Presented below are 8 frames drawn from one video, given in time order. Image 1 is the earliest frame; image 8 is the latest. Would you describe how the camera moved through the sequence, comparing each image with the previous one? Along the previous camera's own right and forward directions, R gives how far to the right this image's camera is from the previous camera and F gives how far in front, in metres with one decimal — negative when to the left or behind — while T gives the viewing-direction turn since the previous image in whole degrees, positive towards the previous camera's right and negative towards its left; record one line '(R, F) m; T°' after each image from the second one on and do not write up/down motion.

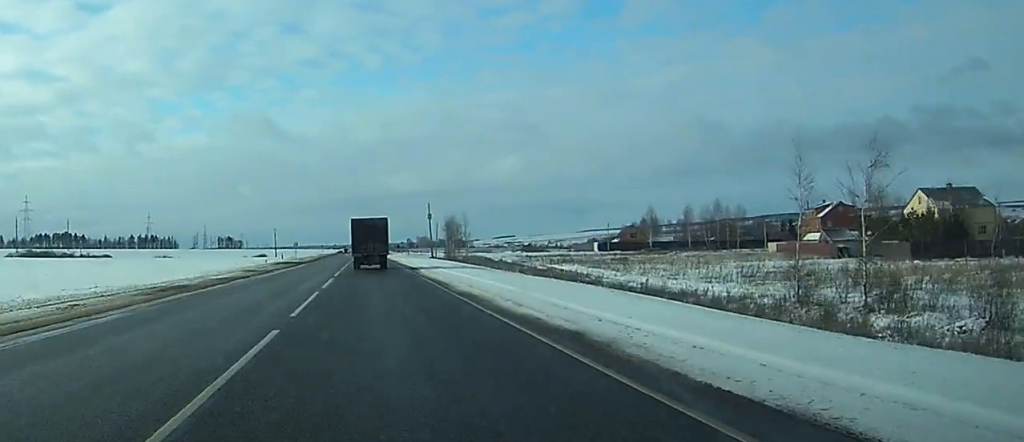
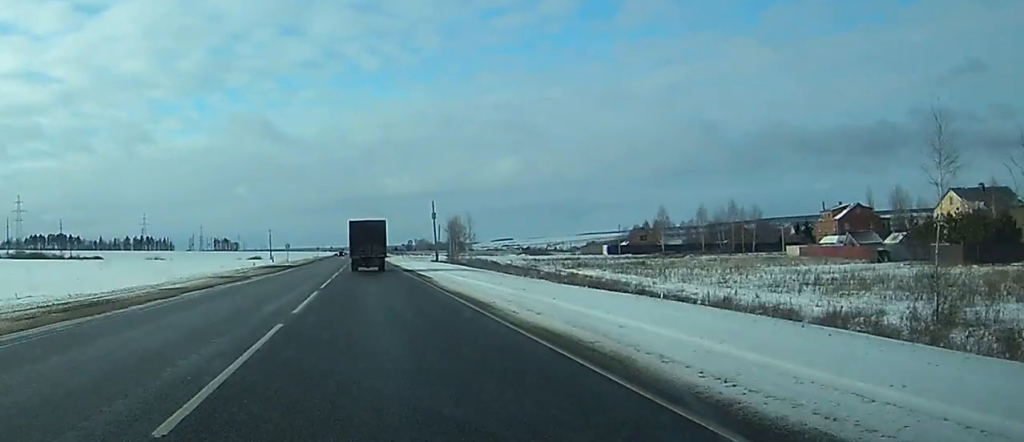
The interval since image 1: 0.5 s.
(0.0, +10.6) m; 0°
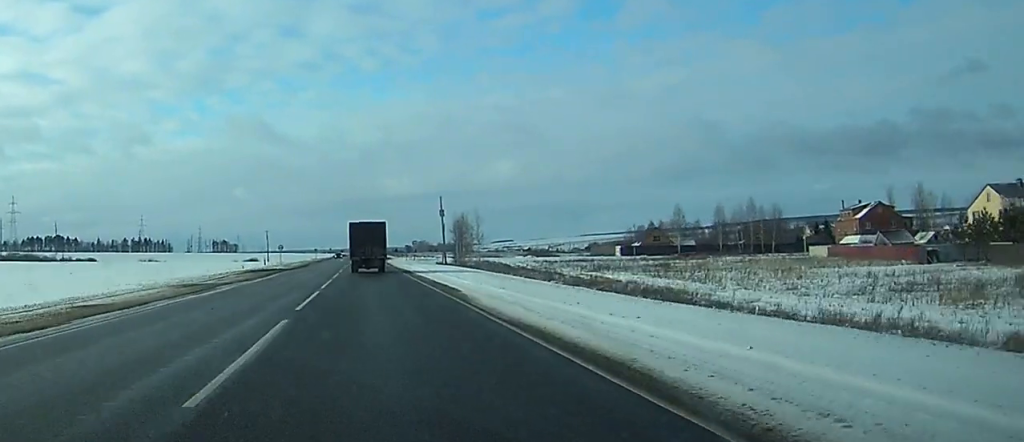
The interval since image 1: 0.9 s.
(0.0, +10.6) m; 0°
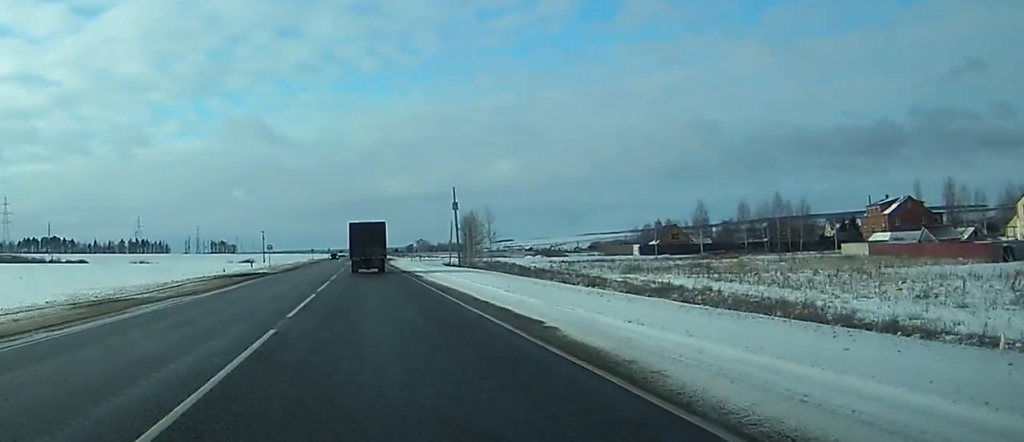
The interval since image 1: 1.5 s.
(0.0, +13.7) m; 0°
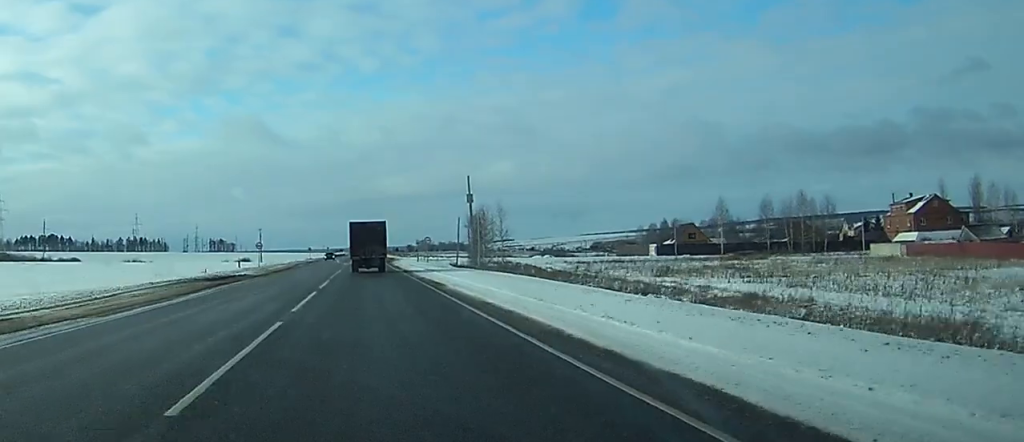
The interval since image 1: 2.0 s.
(0.0, +10.7) m; 0°
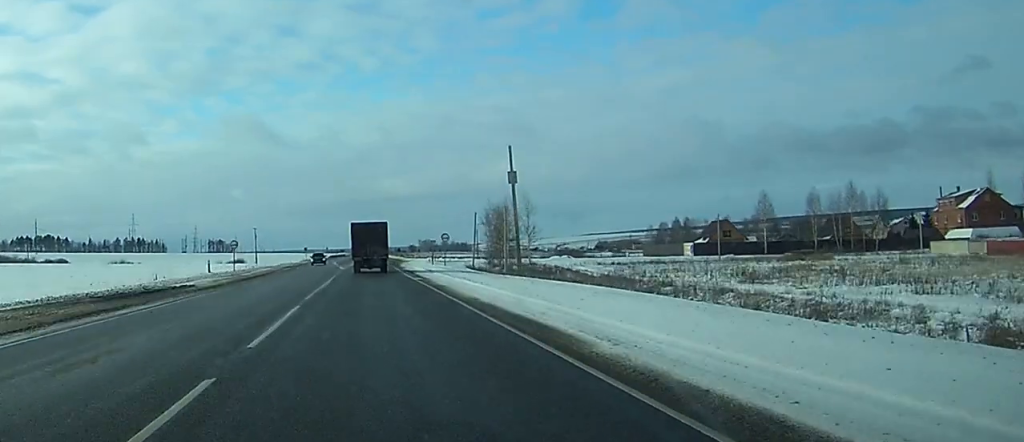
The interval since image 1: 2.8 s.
(+0.1, +19.0) m; 0°
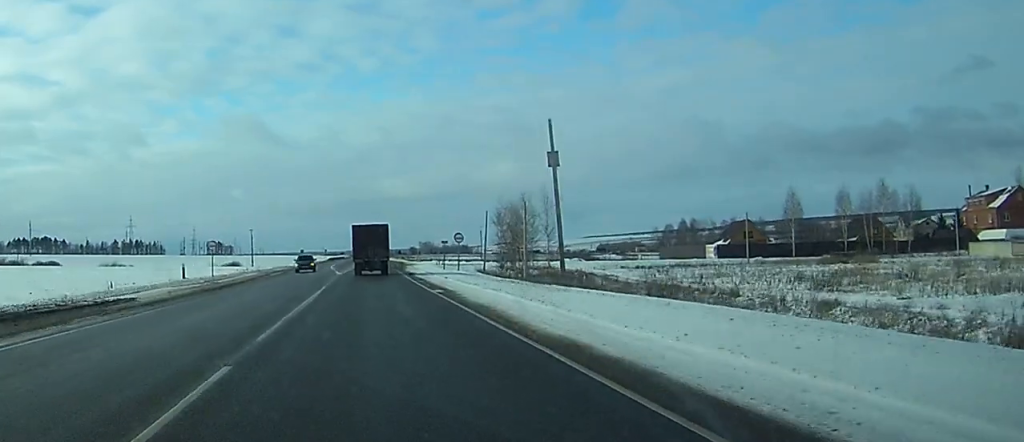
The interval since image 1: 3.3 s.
(0.0, +10.6) m; 0°
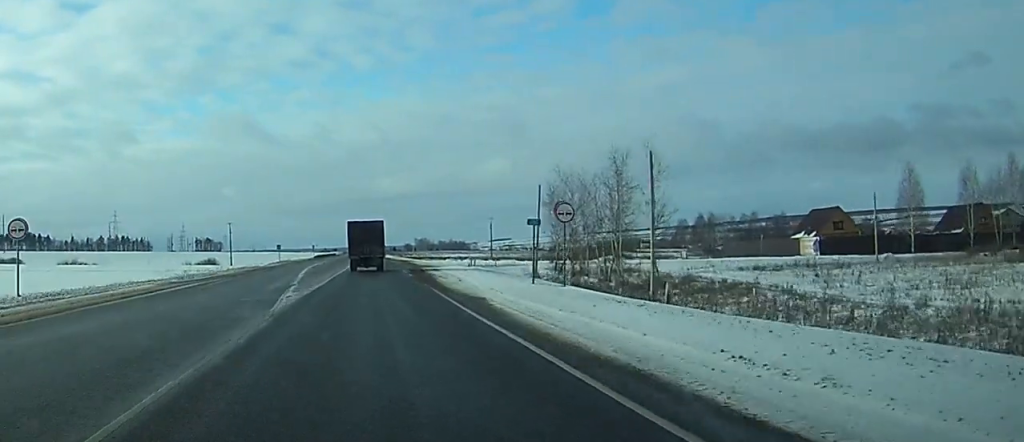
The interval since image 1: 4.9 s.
(0.0, +35.6) m; 0°
